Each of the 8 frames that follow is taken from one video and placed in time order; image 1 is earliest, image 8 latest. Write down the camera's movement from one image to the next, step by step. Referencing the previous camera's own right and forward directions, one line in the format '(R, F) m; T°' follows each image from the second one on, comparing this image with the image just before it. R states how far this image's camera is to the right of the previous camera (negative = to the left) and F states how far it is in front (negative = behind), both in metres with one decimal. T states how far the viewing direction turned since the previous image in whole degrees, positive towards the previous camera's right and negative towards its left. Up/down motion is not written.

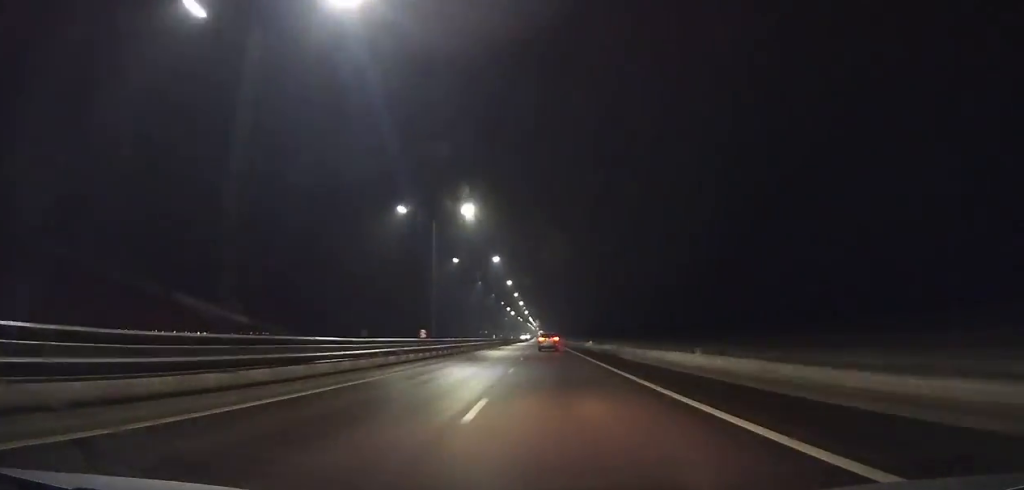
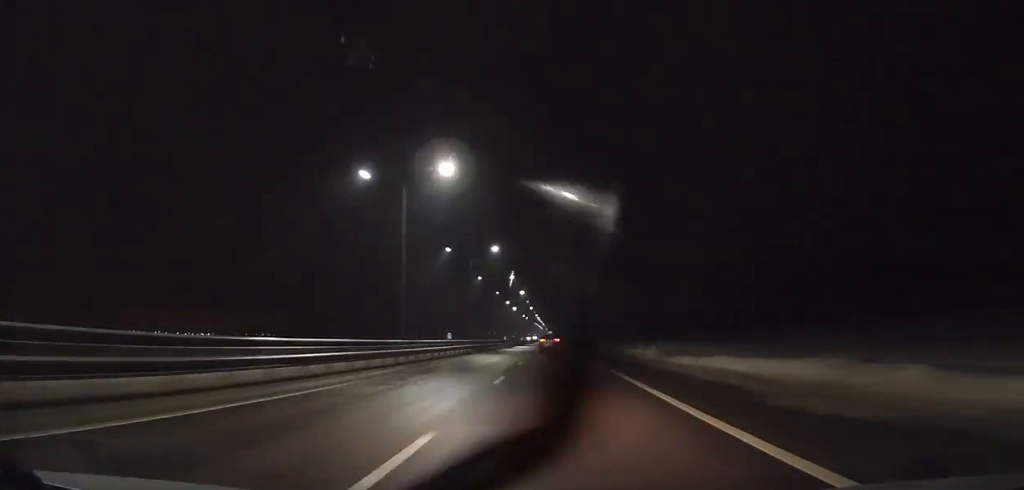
(-0.1, +40.3) m; 0°
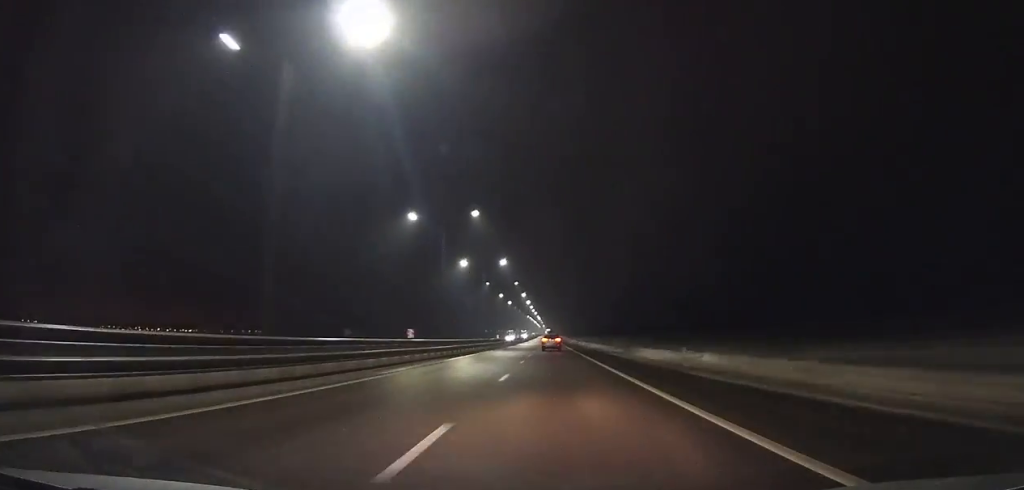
(-0.1, +109.1) m; 0°
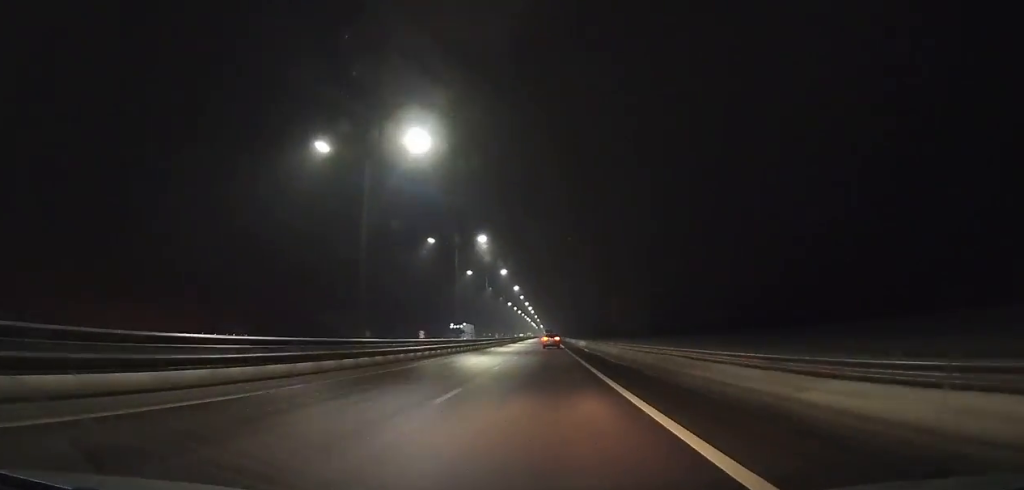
(+0.1, +138.1) m; 0°
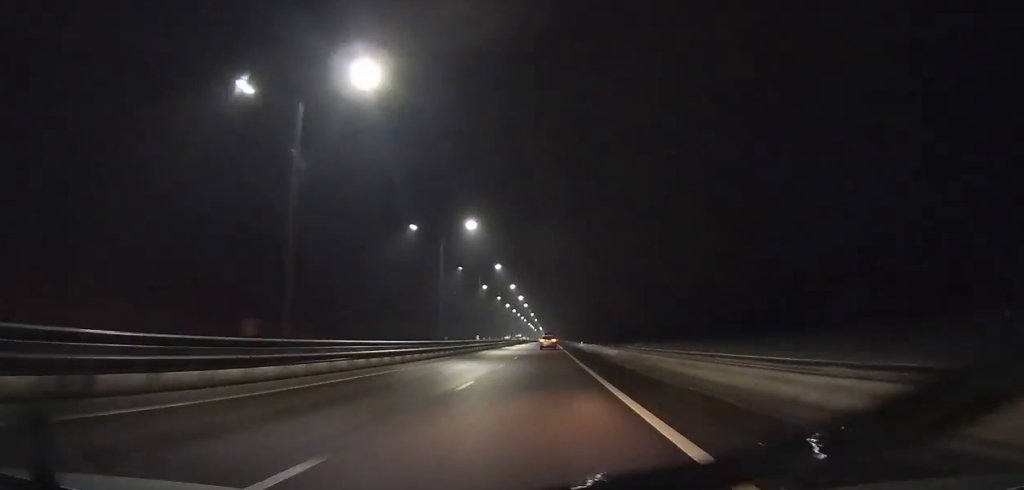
(-0.2, +69.3) m; 0°
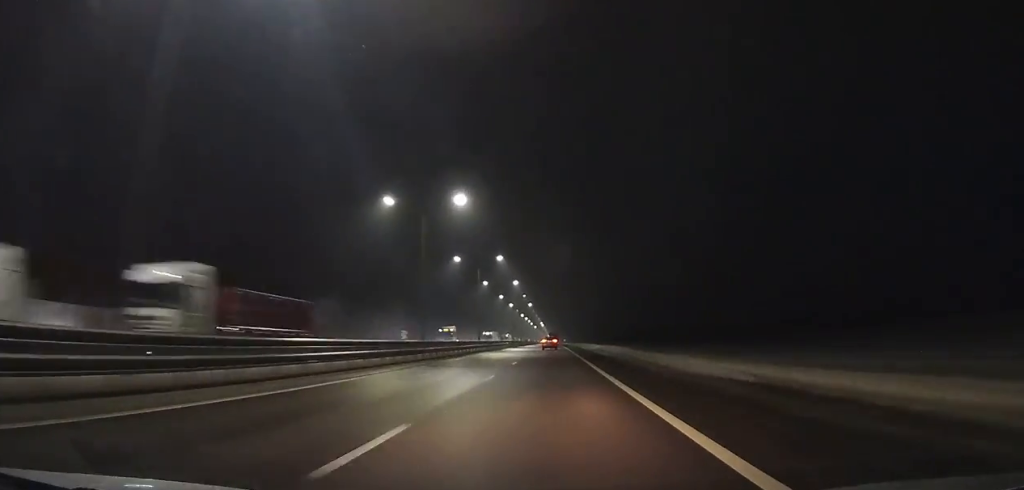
(0.0, +128.9) m; 0°
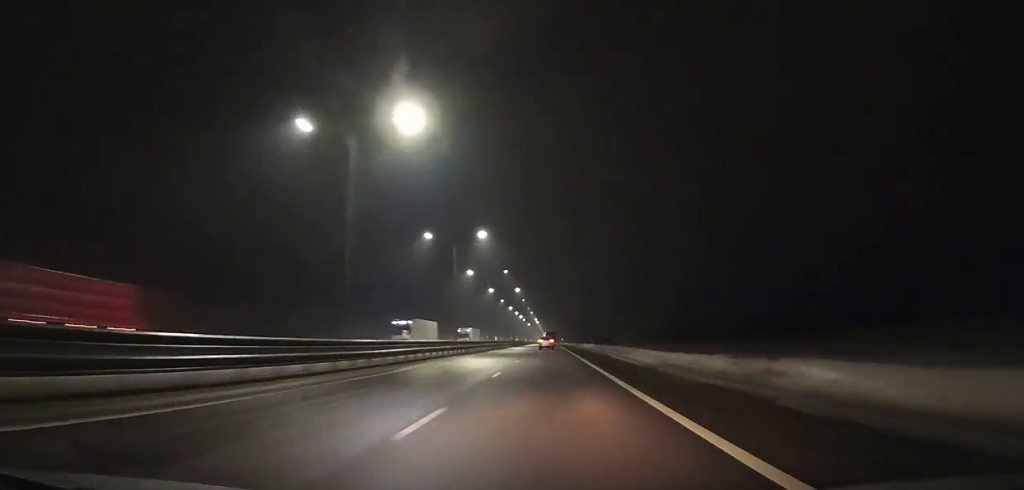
(0.0, +45.9) m; 0°
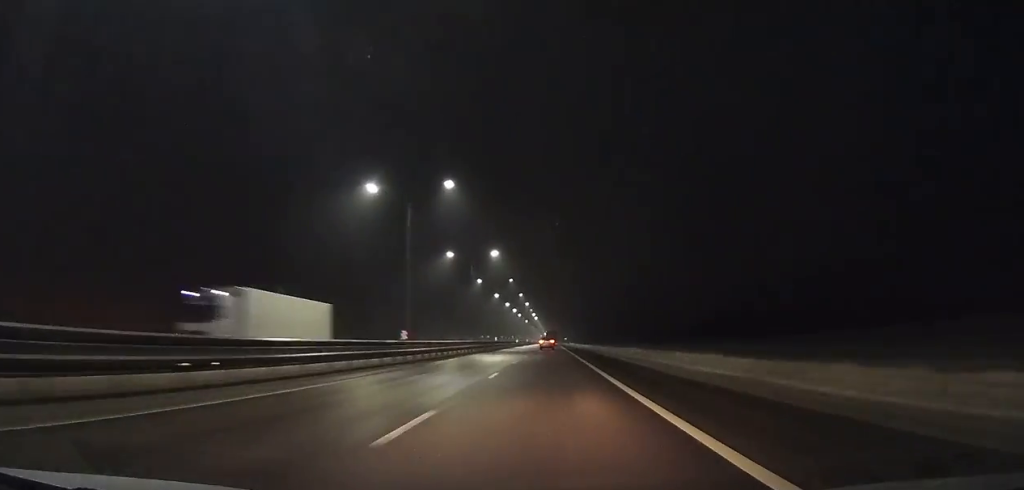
(-0.1, +48.8) m; 0°
